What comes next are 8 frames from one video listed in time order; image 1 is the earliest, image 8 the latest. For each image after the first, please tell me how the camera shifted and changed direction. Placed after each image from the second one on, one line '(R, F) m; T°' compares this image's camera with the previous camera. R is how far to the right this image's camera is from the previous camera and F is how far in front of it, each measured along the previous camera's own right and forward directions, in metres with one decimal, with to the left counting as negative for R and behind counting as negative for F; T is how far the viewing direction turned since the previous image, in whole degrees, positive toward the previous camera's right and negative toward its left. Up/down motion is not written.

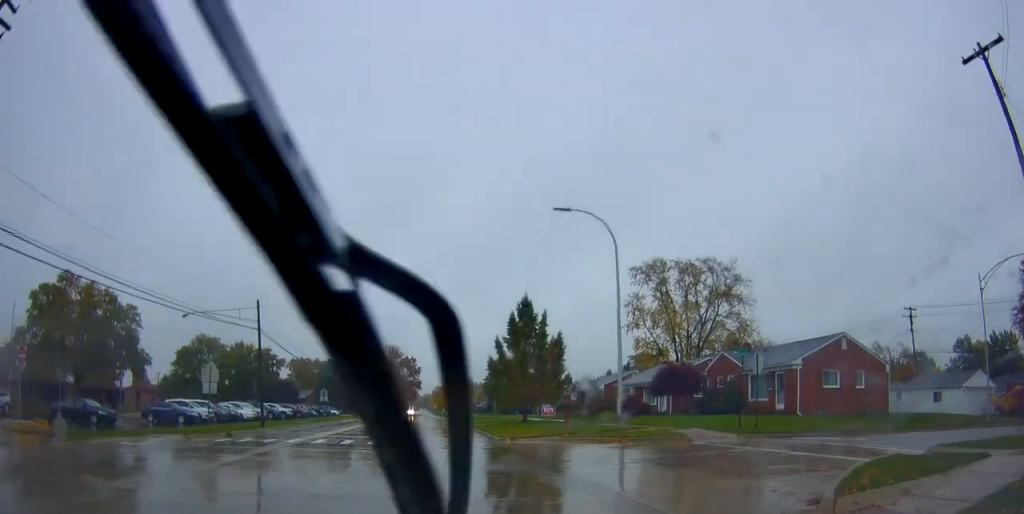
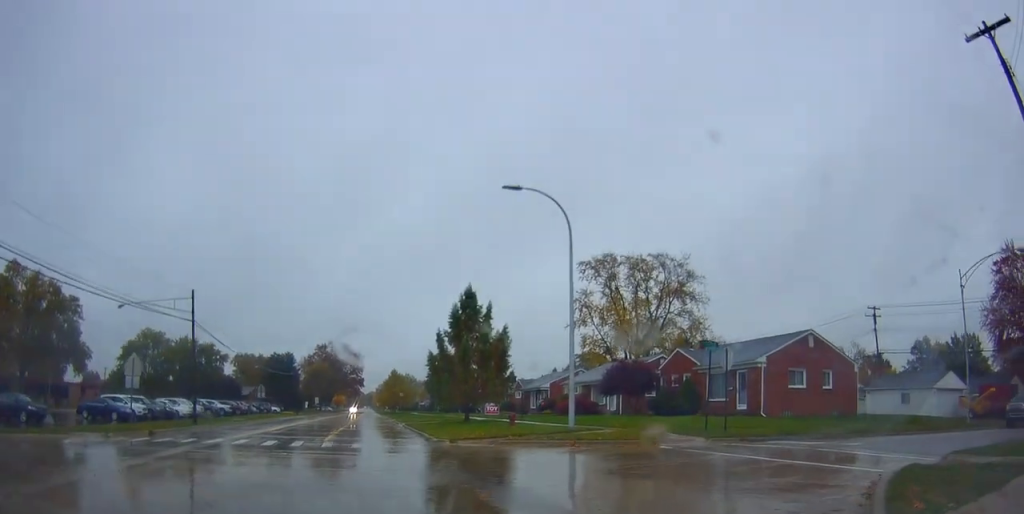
(0.0, +3.7) m; +2°
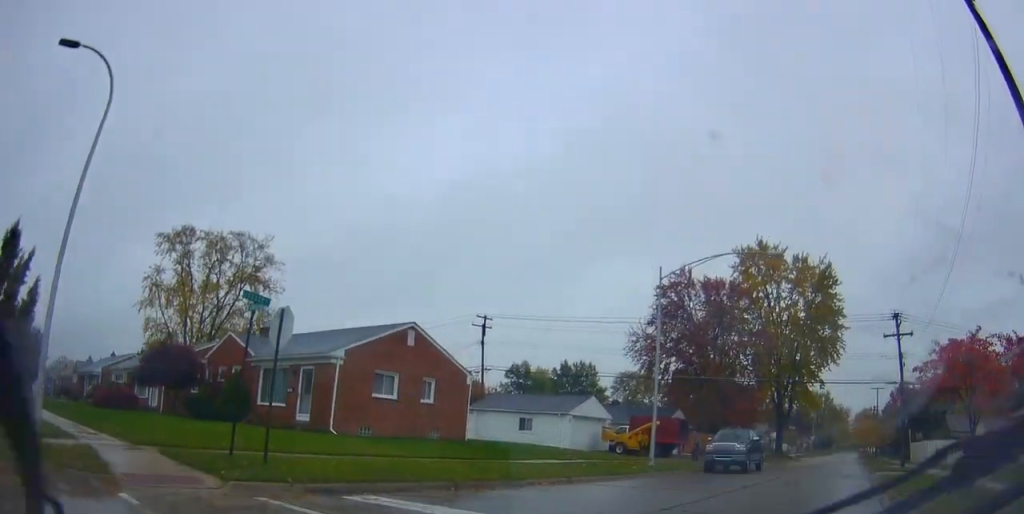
(+2.7, +10.5) m; +37°
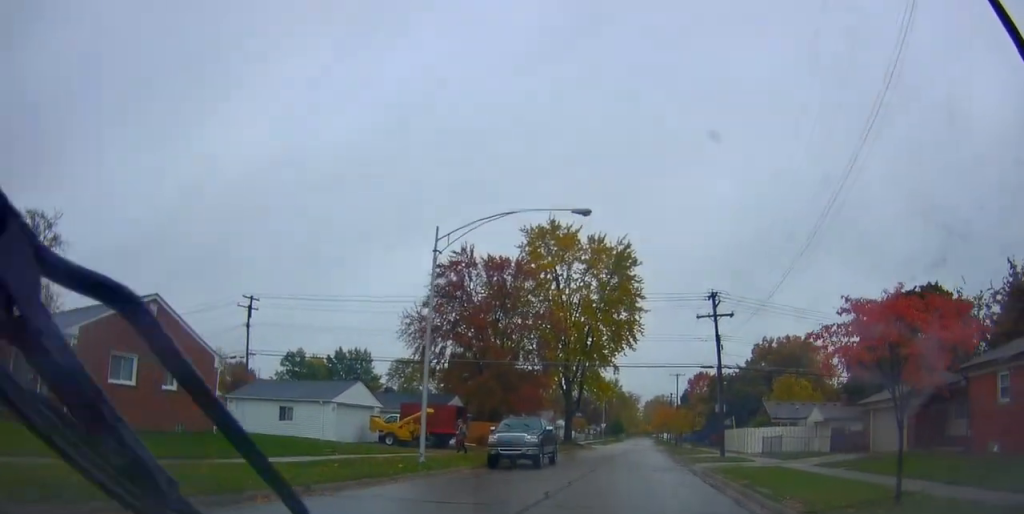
(+0.3, +3.6) m; +16°
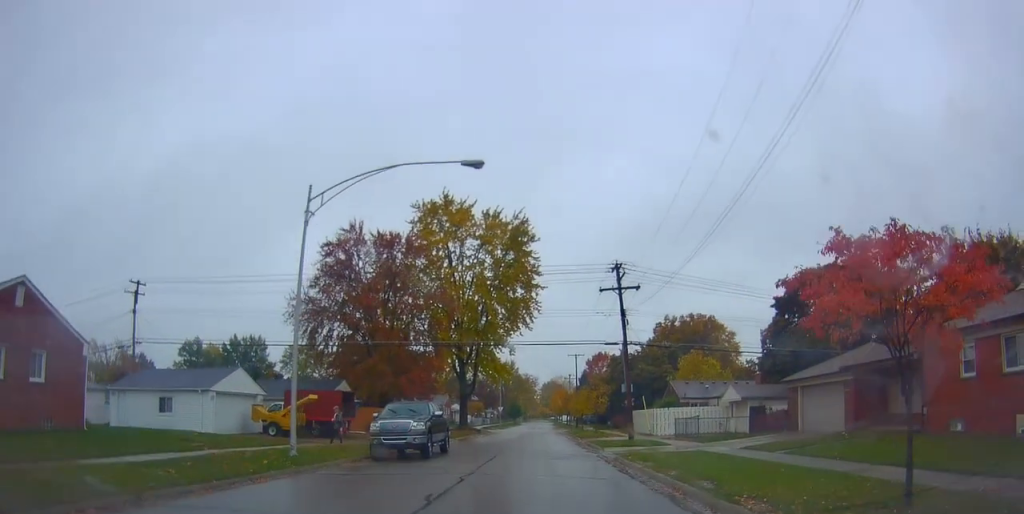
(+0.1, +2.2) m; +10°
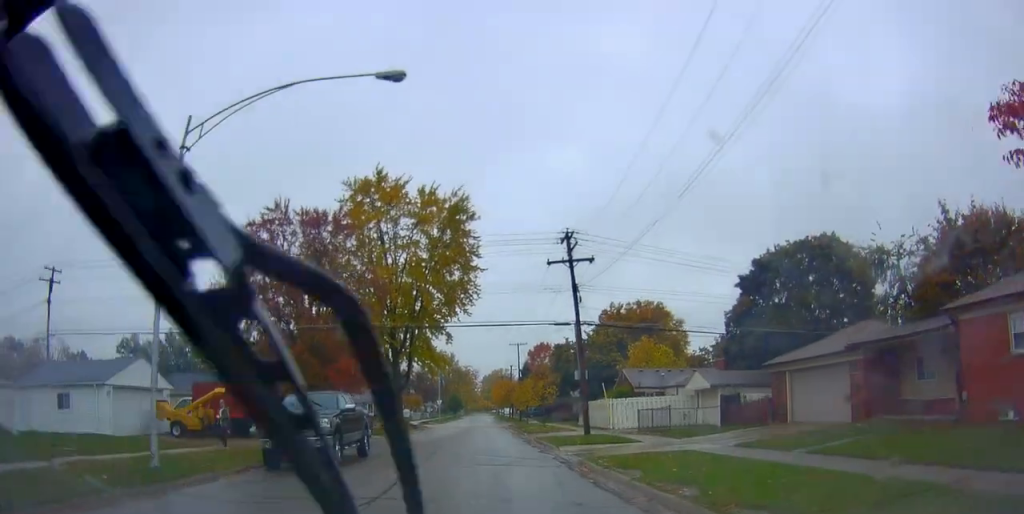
(+0.8, +3.4) m; +17°
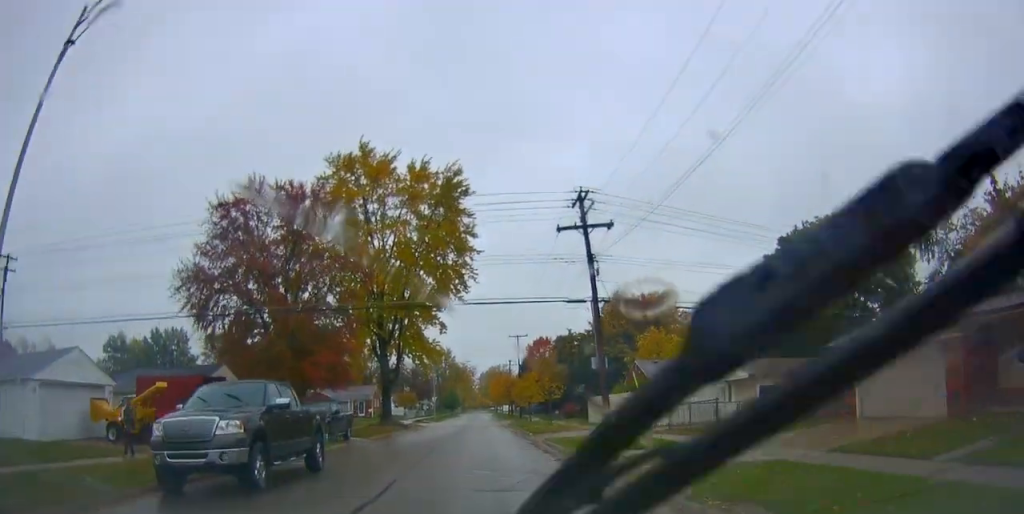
(+0.3, +4.2) m; -1°
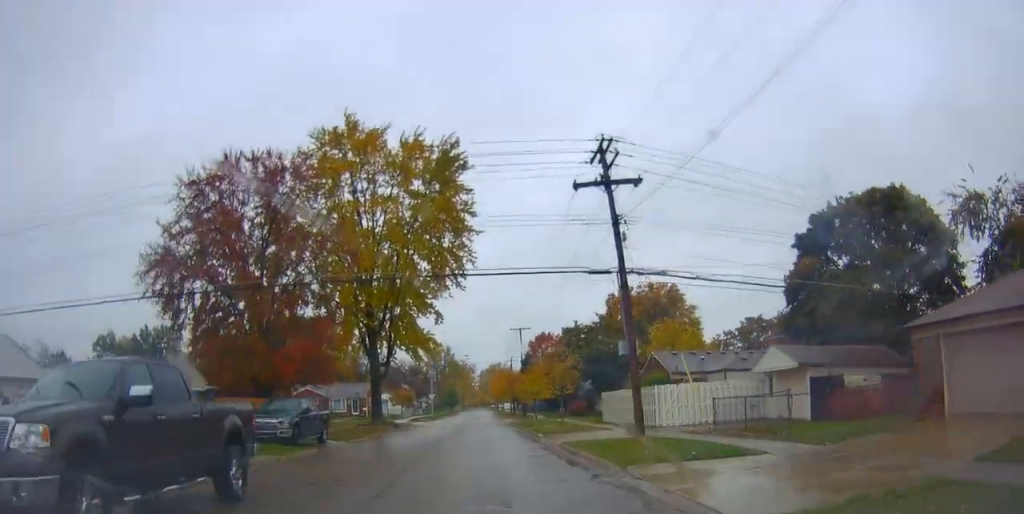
(-0.2, +4.2) m; +1°
